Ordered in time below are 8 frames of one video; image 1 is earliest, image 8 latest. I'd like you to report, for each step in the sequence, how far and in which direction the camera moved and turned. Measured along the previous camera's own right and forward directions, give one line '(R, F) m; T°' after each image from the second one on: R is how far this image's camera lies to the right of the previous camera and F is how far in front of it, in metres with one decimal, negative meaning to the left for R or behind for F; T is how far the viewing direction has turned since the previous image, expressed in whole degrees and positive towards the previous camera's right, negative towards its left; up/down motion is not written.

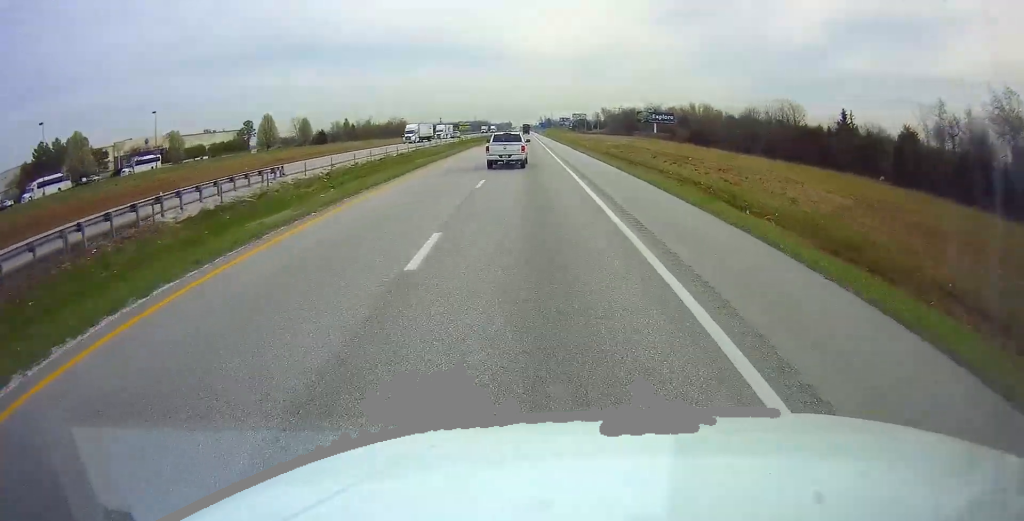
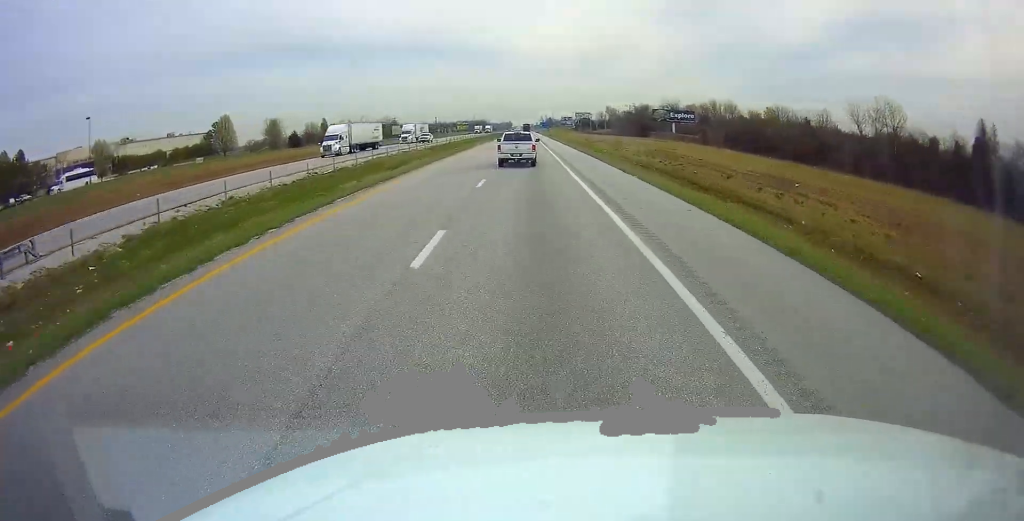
(+0.1, +25.5) m; 0°
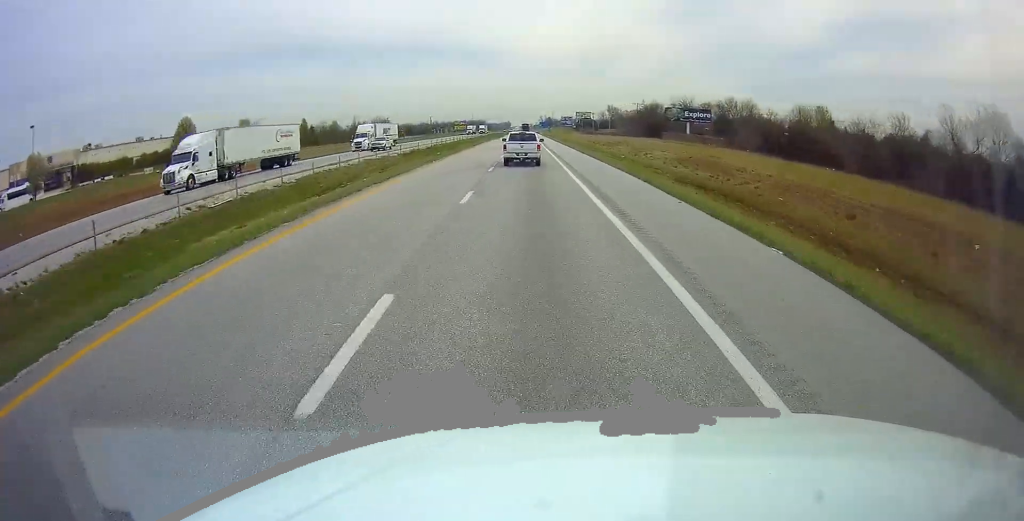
(-0.2, +18.3) m; 0°
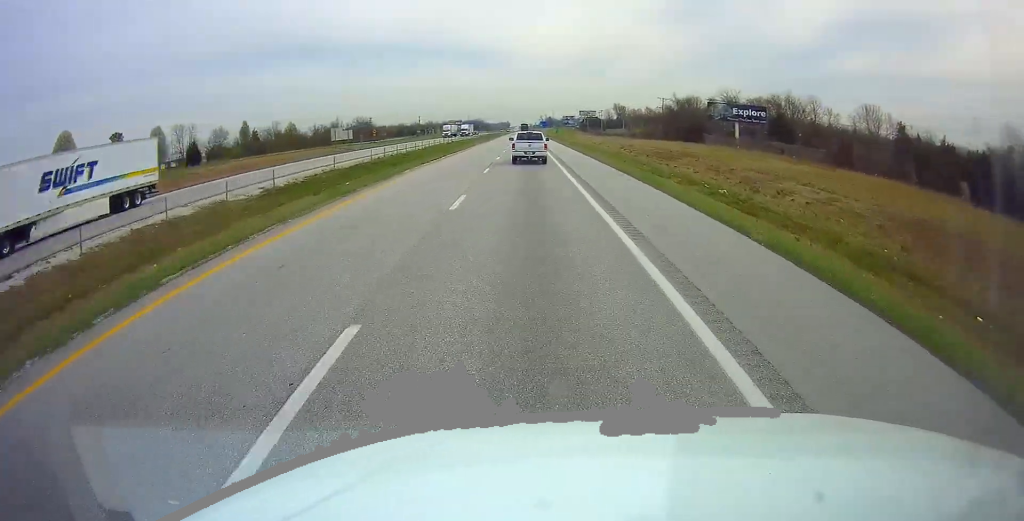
(0.0, +36.4) m; +1°
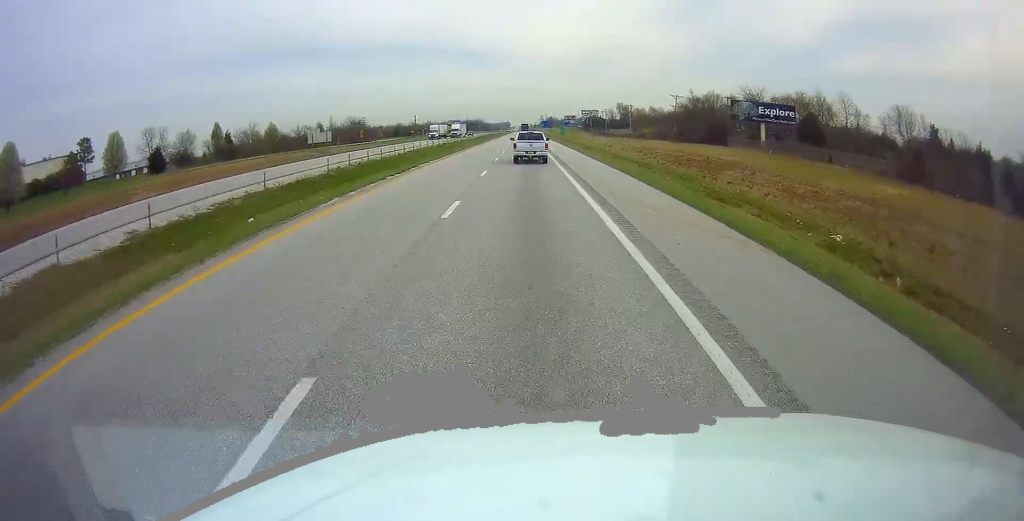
(+0.1, +12.5) m; 0°
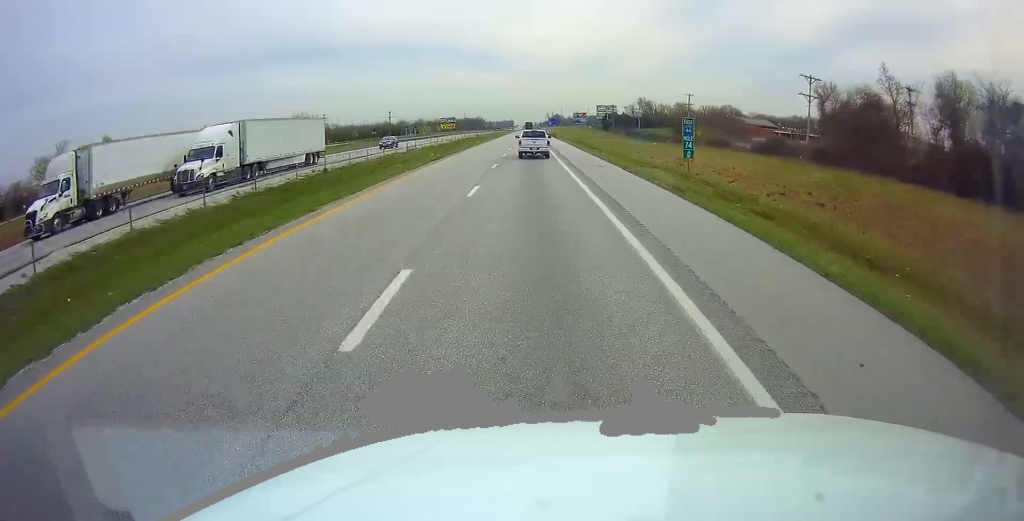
(-0.8, +65.1) m; -1°
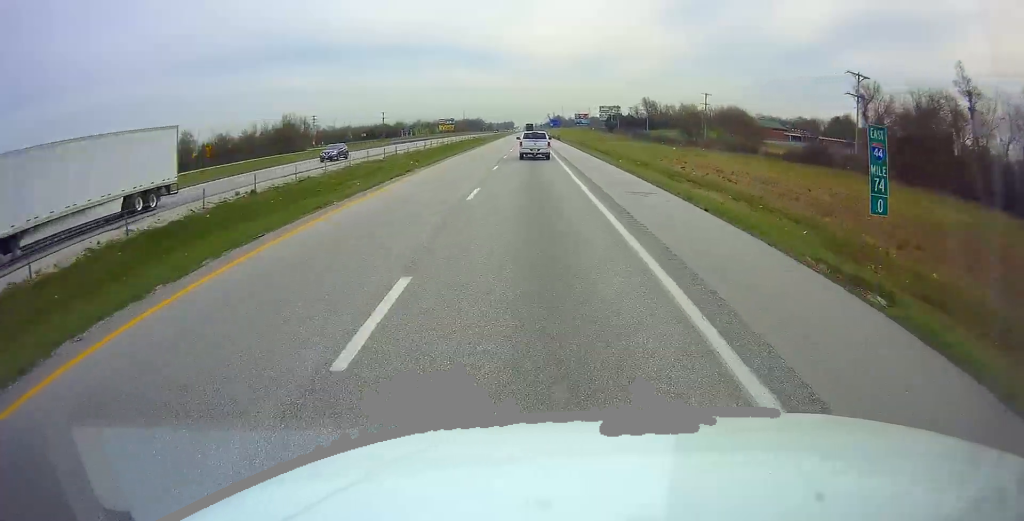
(0.0, +12.1) m; 0°
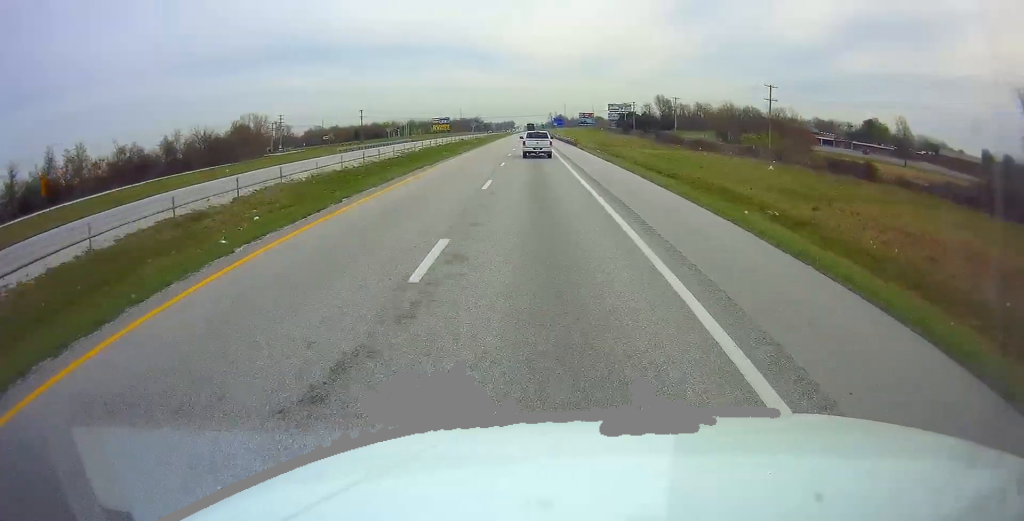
(+0.1, +32.8) m; +1°
